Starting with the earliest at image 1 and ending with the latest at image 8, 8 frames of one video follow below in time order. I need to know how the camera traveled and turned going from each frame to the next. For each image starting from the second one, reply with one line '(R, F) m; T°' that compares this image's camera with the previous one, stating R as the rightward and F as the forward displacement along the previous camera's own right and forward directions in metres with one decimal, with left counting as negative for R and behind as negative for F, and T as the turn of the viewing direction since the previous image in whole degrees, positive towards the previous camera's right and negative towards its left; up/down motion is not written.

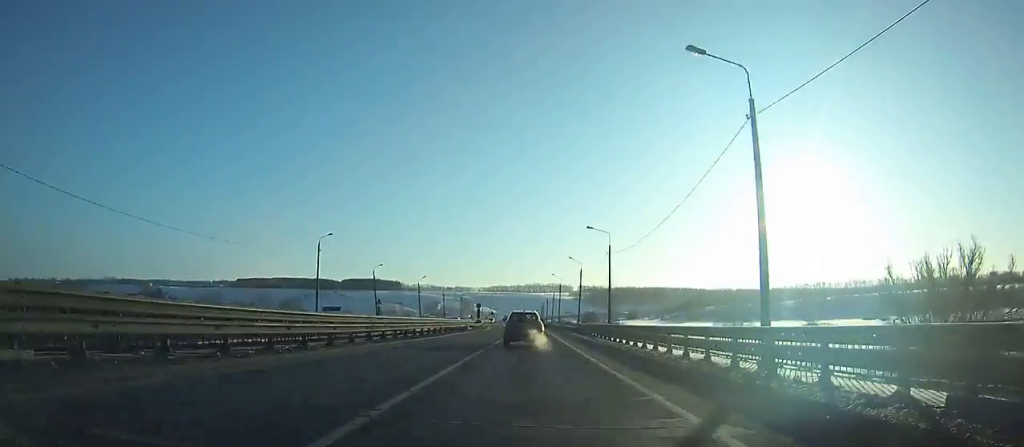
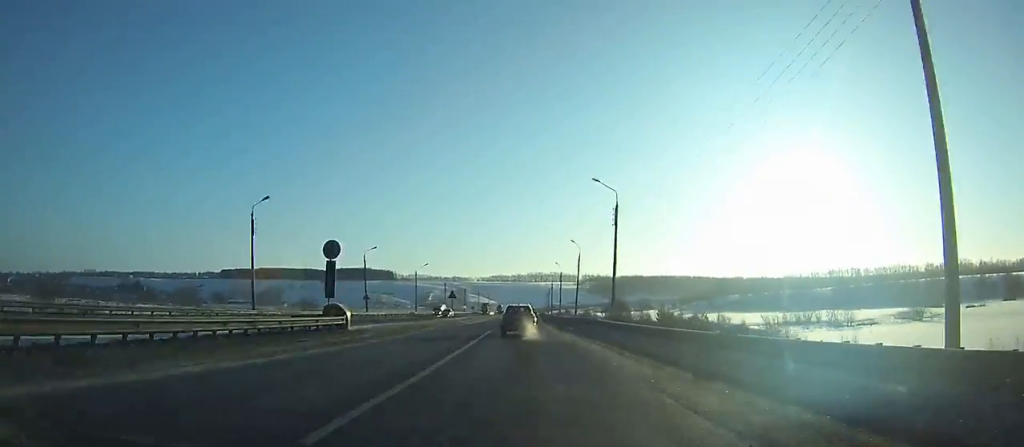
(-0.5, +80.1) m; -1°
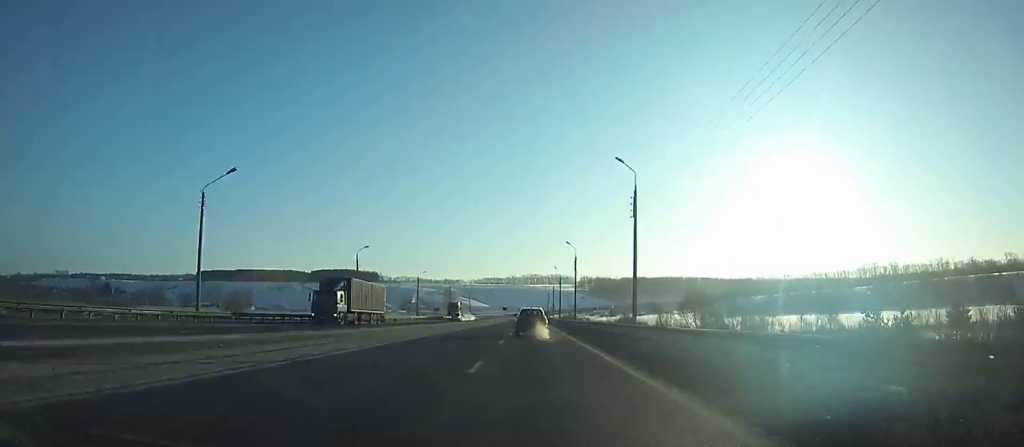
(-0.3, +78.9) m; 0°
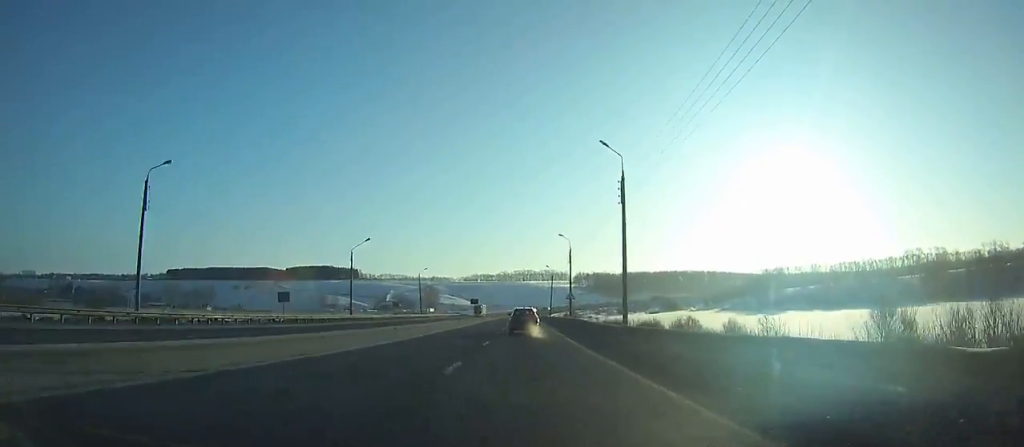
(+0.3, +82.5) m; 0°
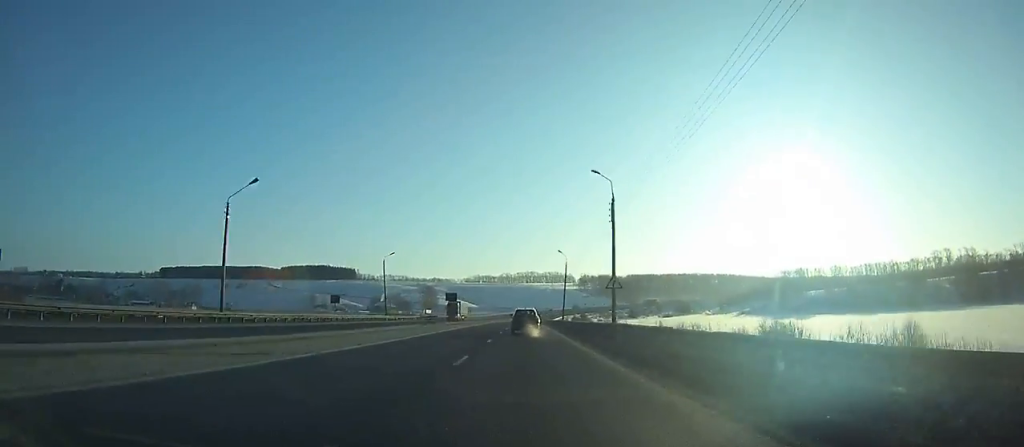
(0.0, +33.2) m; 0°
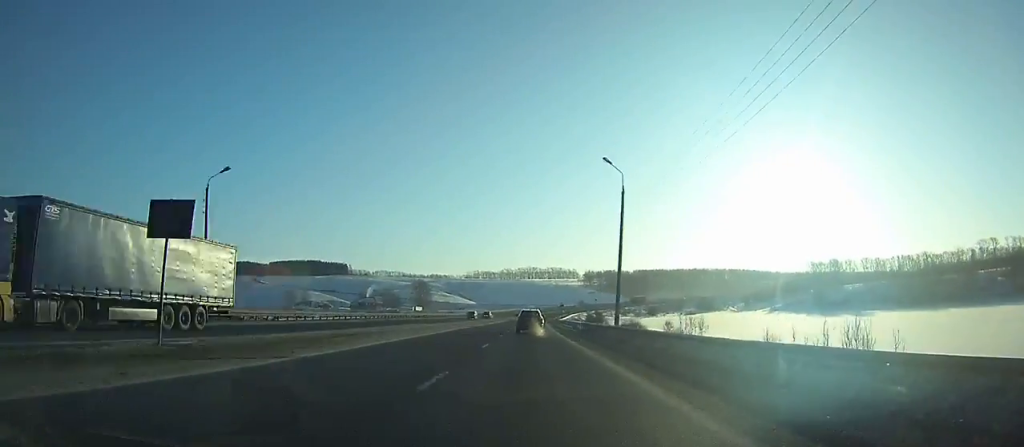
(0.0, +52.0) m; 0°
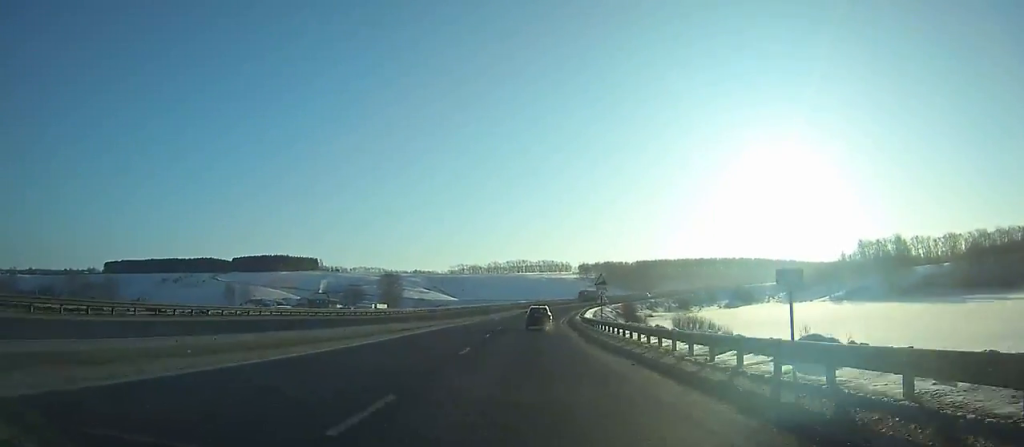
(+0.7, +86.3) m; +2°
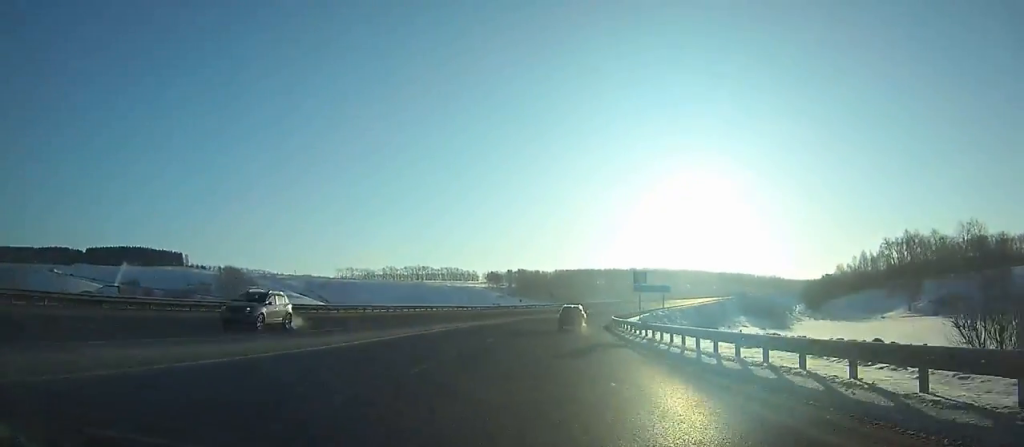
(+7.0, +122.3) m; +10°
